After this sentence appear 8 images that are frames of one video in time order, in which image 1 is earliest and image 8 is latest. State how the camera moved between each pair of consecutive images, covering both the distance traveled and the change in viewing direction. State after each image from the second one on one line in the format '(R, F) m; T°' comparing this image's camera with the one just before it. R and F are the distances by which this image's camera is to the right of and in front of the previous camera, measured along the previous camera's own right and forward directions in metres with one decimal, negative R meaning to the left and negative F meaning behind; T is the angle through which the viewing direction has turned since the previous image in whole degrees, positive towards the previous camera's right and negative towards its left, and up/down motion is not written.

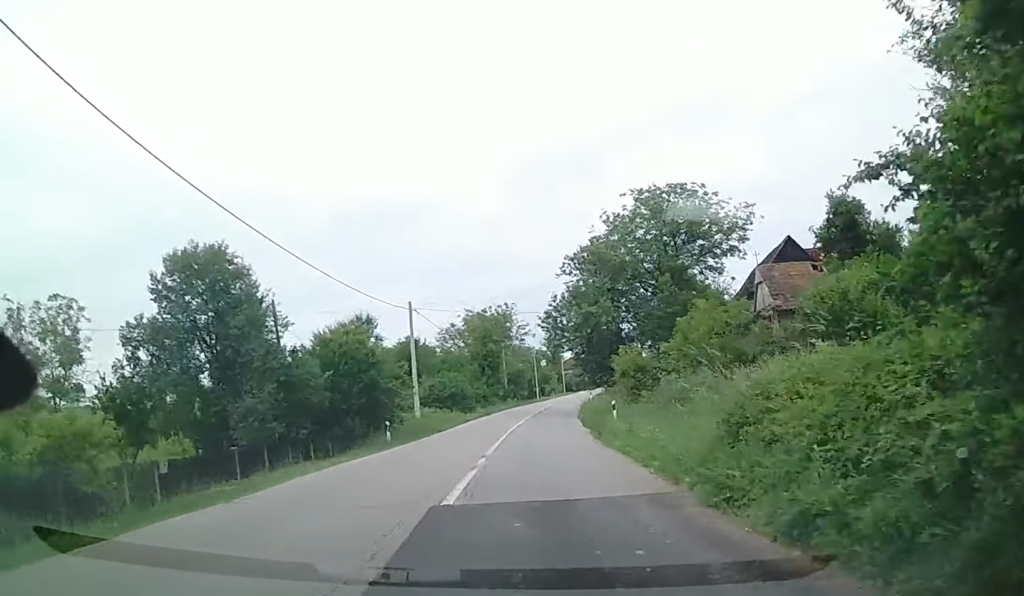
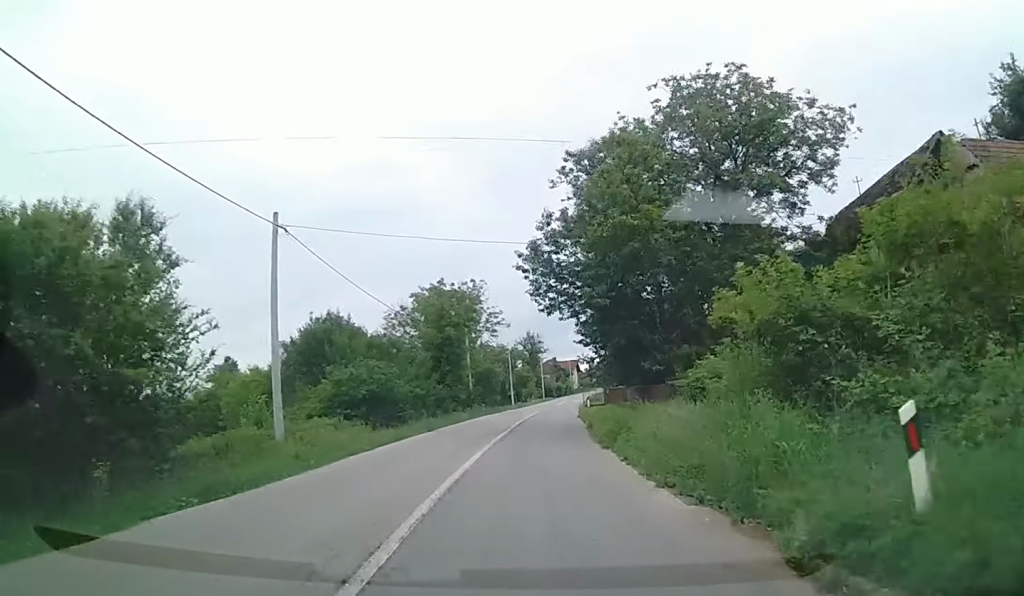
(+0.9, +20.1) m; +3°
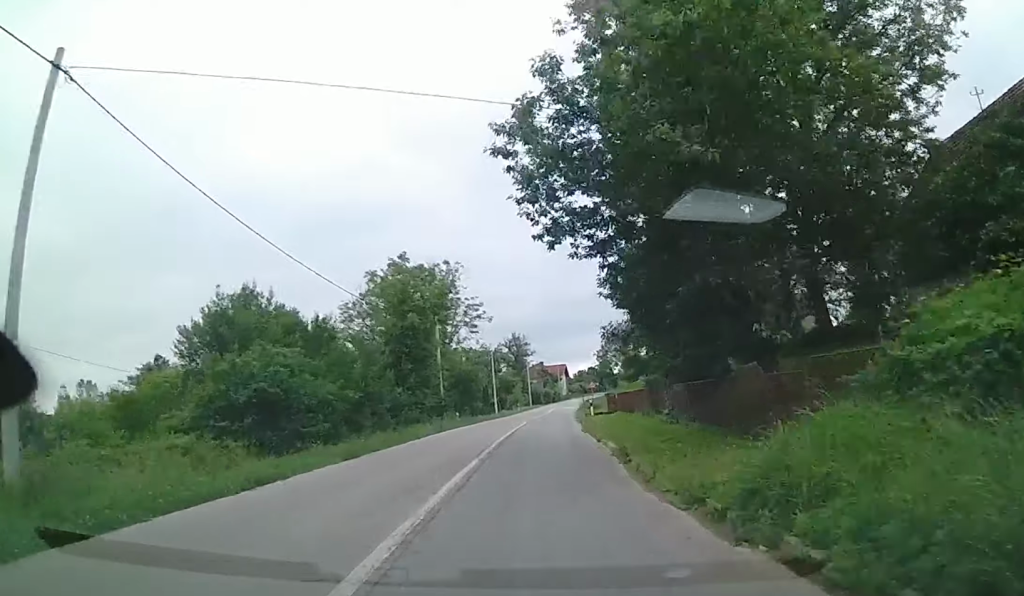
(-0.1, +11.5) m; +1°
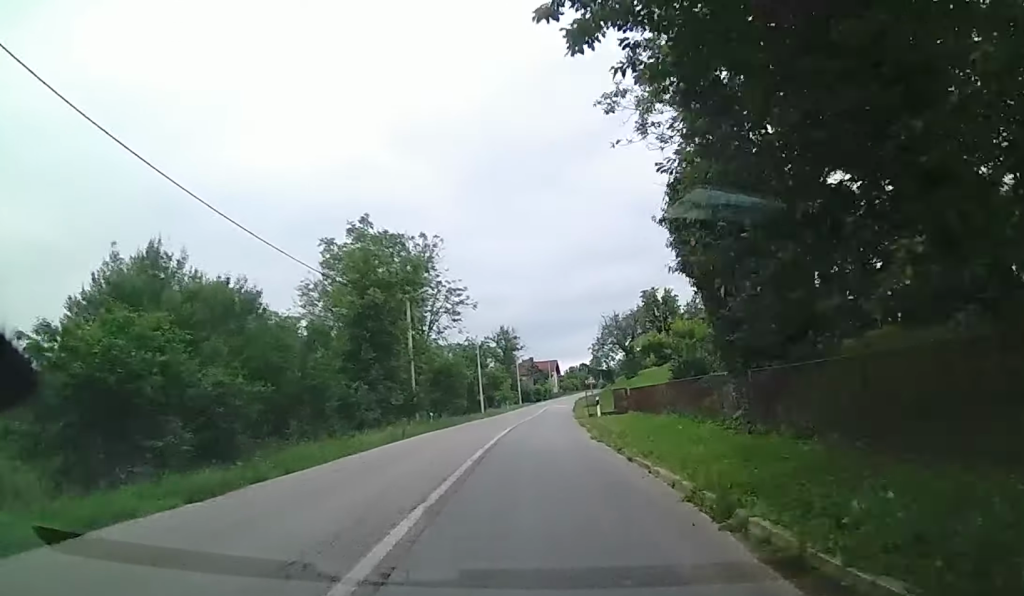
(-0.3, +7.9) m; +1°
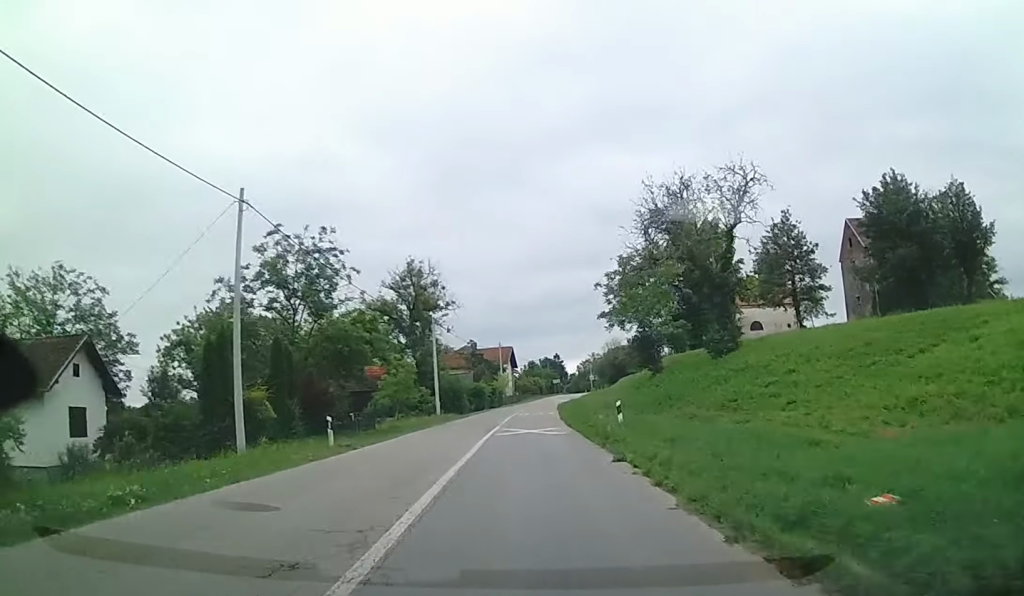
(+5.1, +54.3) m; +7°
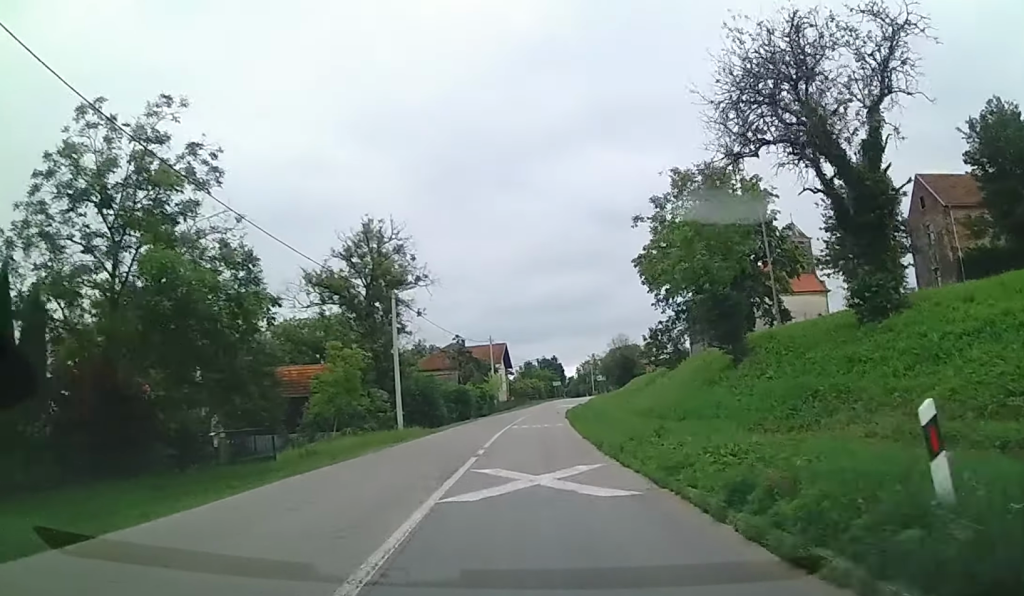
(0.0, +14.3) m; +1°
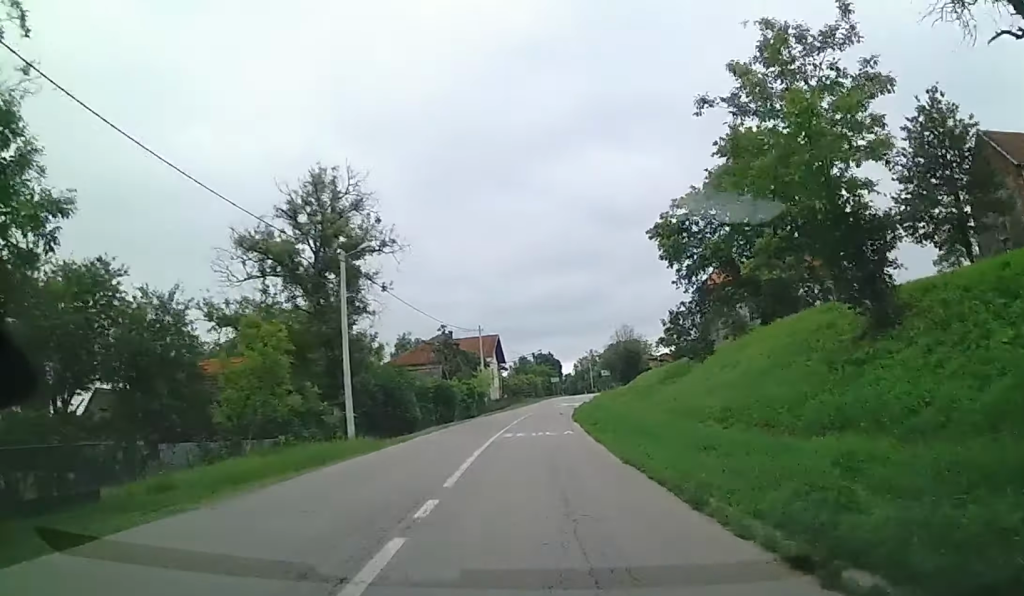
(+0.1, +9.7) m; +1°
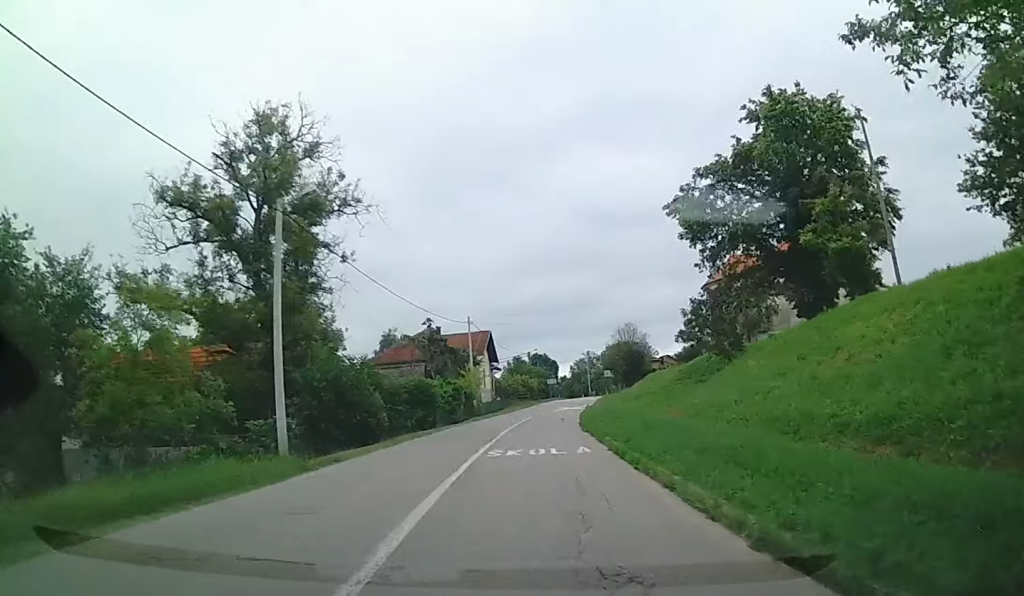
(0.0, +7.4) m; +1°
